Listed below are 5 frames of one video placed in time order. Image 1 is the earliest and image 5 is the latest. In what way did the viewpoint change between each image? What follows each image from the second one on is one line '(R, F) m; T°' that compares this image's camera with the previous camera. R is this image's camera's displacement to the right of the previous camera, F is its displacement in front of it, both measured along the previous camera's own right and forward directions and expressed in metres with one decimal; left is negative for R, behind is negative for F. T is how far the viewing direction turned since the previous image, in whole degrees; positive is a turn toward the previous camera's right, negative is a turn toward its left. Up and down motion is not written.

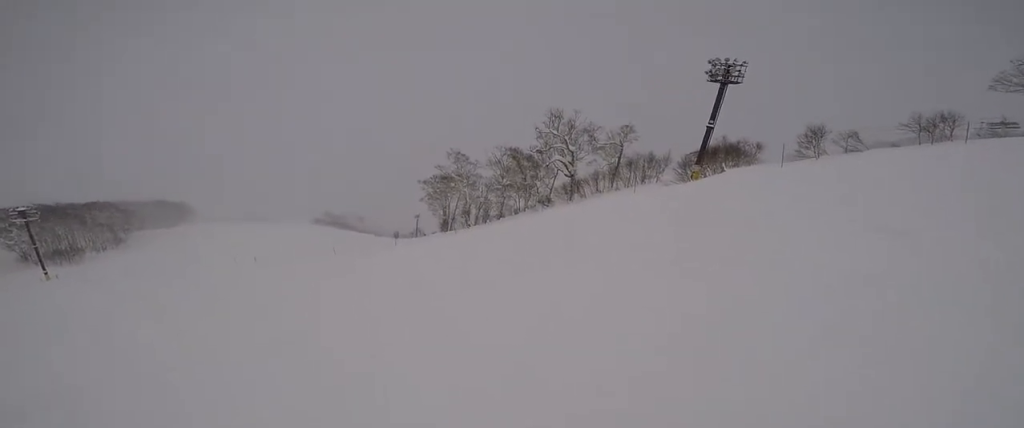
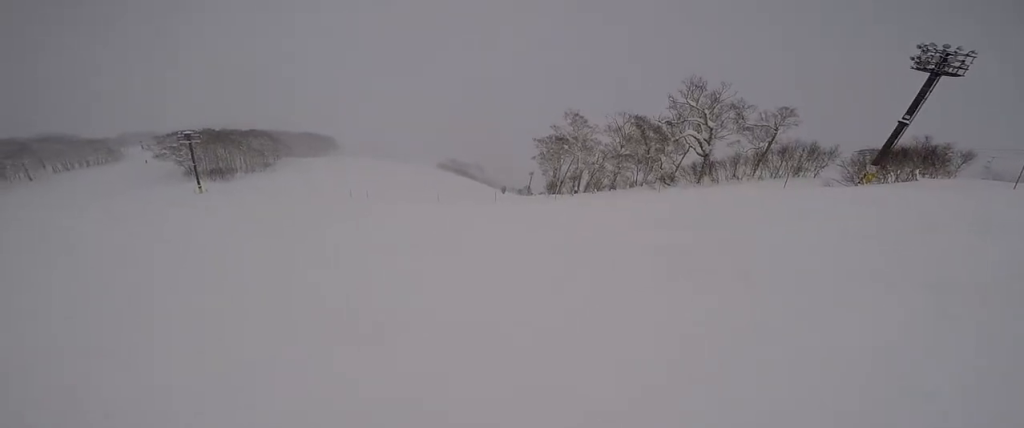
(-1.2, +3.7) m; -42°
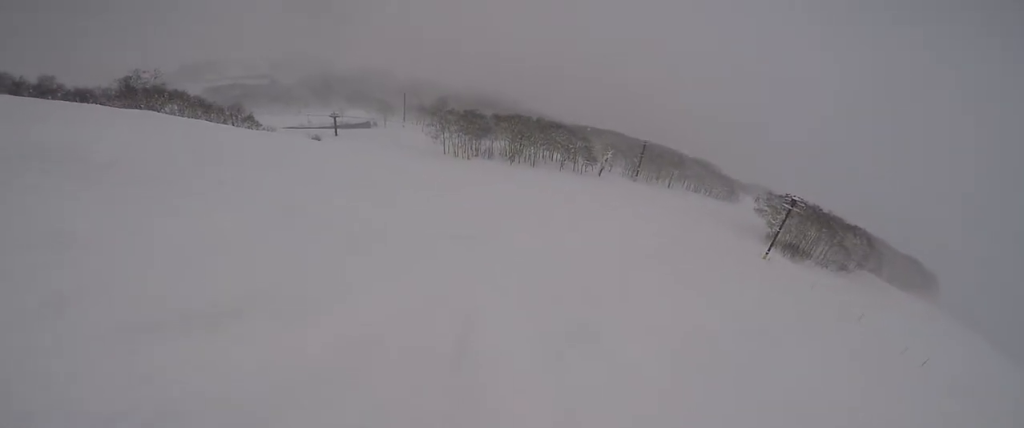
(-5.0, +5.4) m; -77°
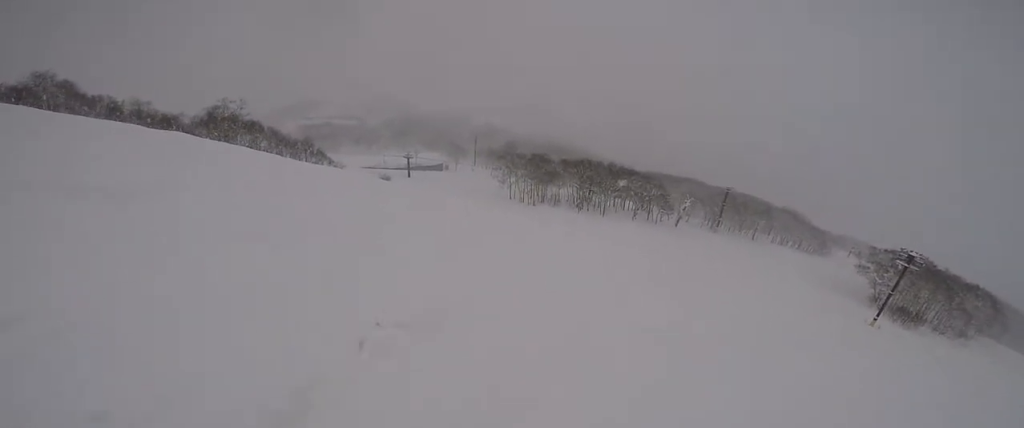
(-1.2, +5.3) m; -12°
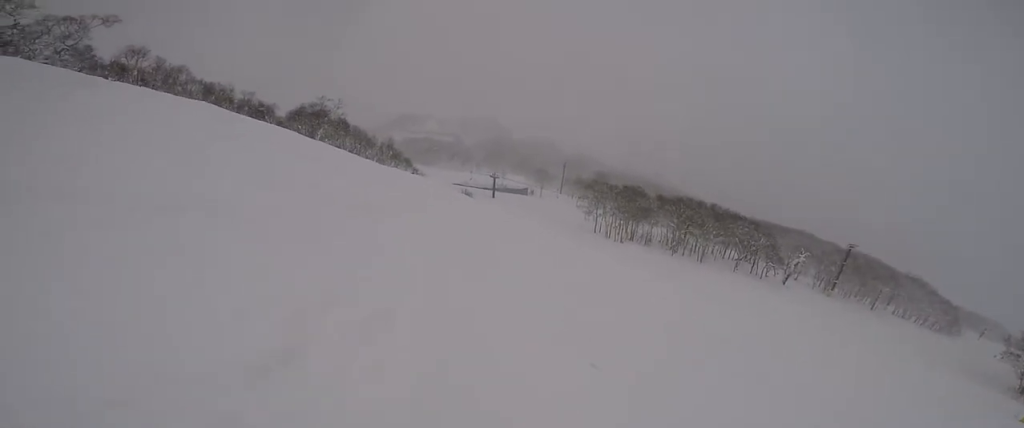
(-0.1, +6.0) m; -9°
